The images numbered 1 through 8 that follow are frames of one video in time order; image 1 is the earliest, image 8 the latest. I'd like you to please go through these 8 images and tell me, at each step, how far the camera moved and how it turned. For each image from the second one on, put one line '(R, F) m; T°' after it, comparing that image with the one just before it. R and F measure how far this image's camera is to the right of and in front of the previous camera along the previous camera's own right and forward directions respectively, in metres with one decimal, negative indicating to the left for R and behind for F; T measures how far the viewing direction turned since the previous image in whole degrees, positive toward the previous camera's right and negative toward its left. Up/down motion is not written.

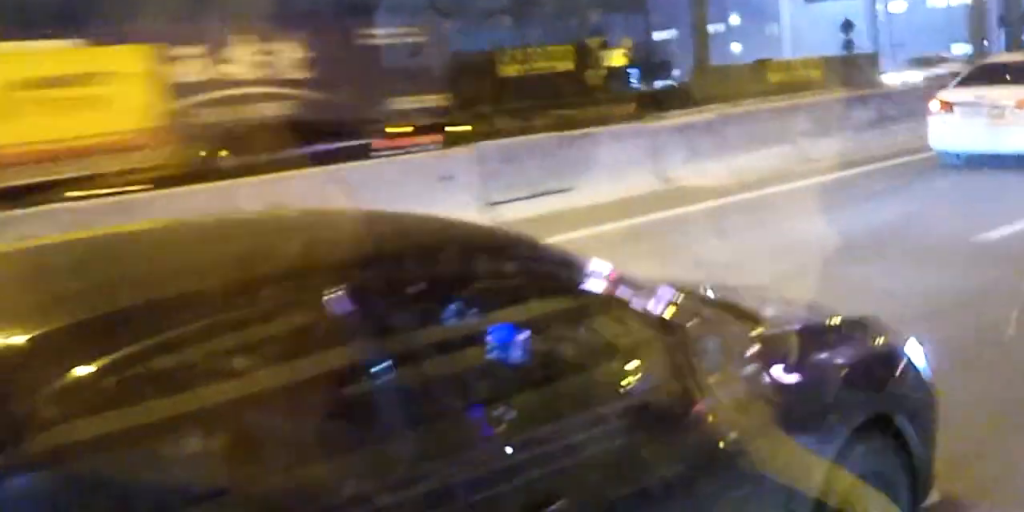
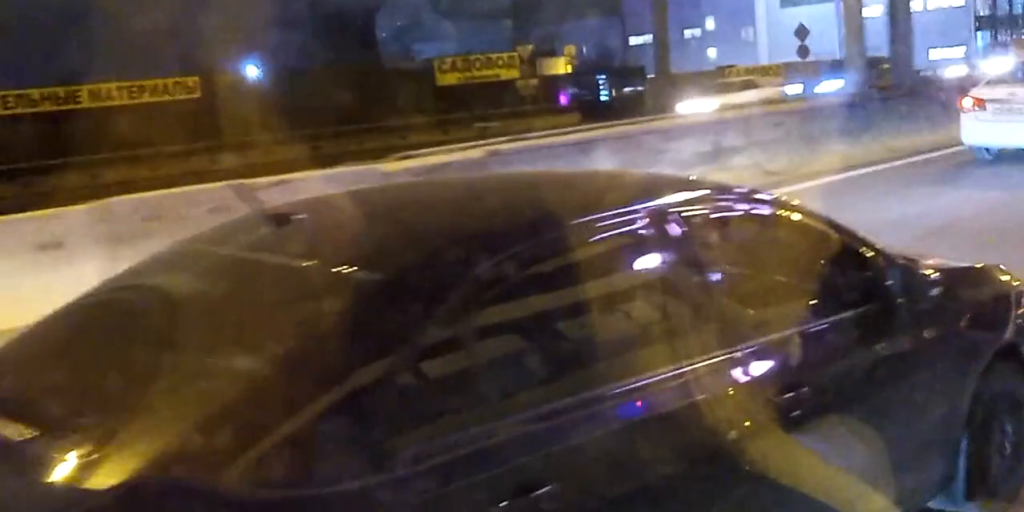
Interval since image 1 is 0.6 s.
(-0.3, +4.9) m; -1°
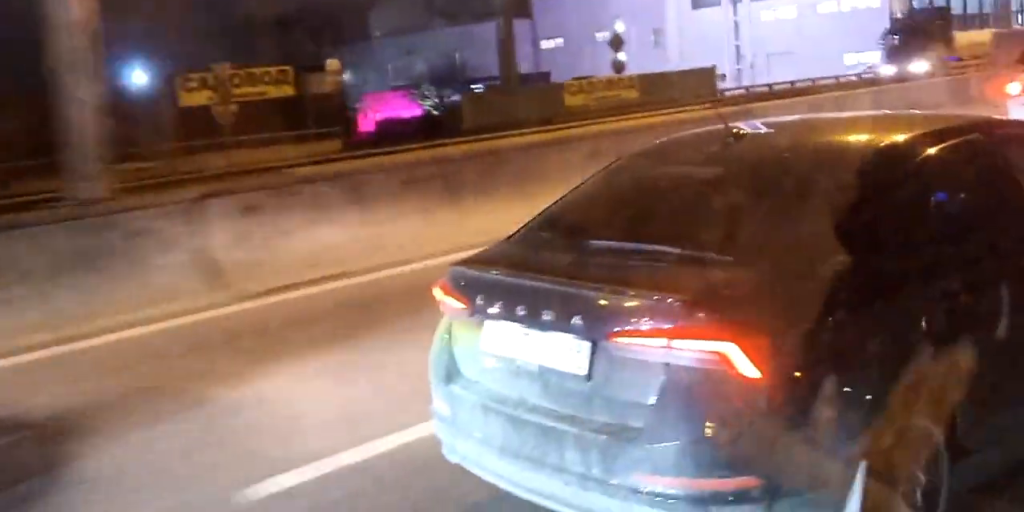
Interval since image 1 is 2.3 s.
(+0.6, +15.5) m; +2°
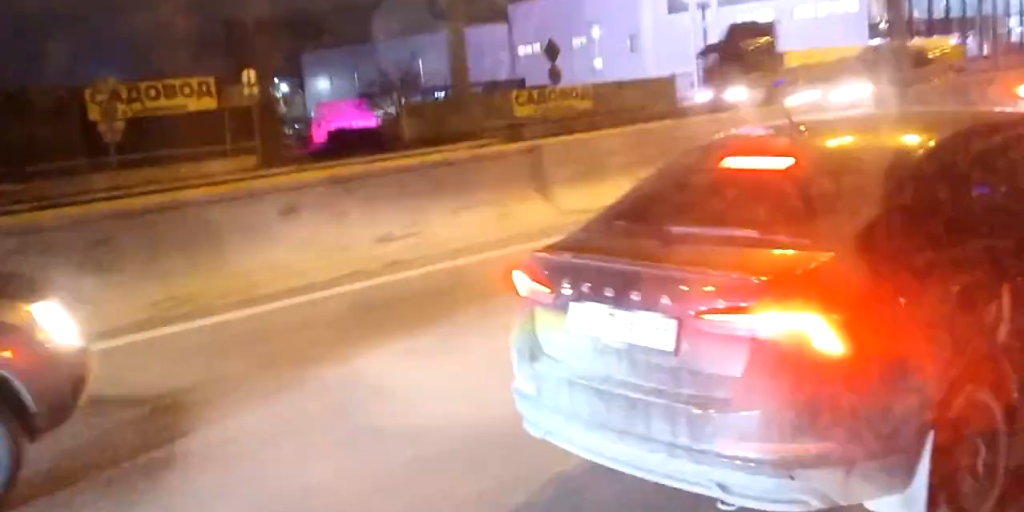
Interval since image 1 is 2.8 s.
(0.0, +4.3) m; 0°
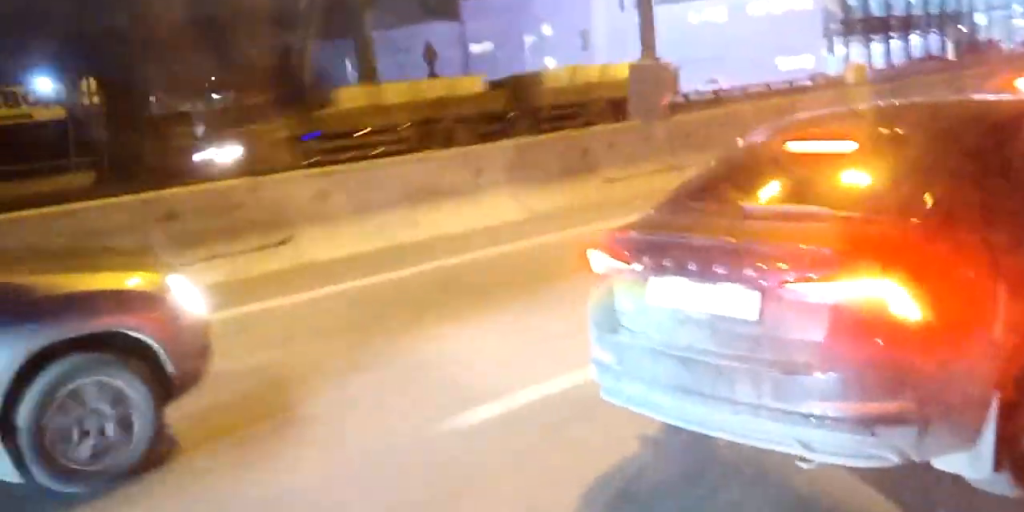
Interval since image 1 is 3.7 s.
(0.0, +7.0) m; 0°
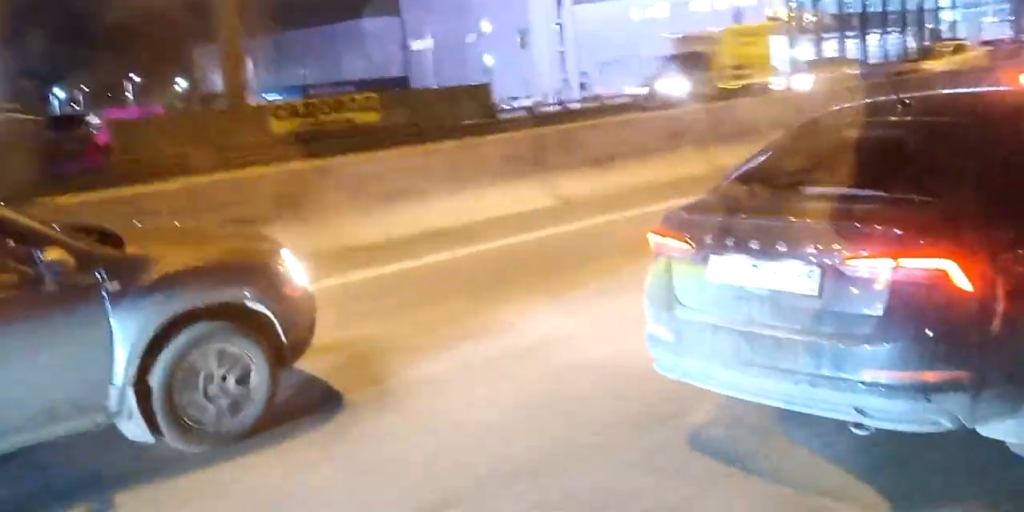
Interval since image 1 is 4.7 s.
(0.0, +9.1) m; 0°
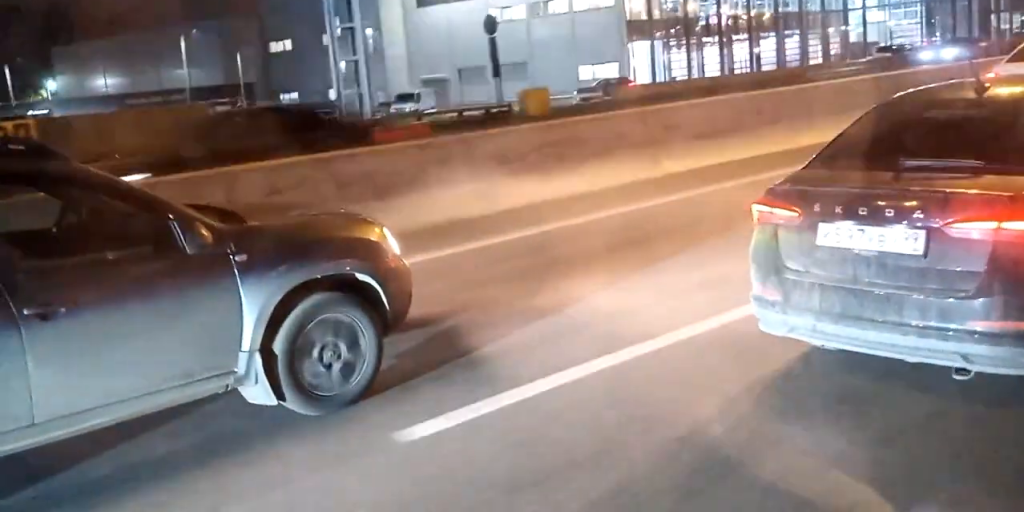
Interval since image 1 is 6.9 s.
(+0.3, +16.8) m; +4°
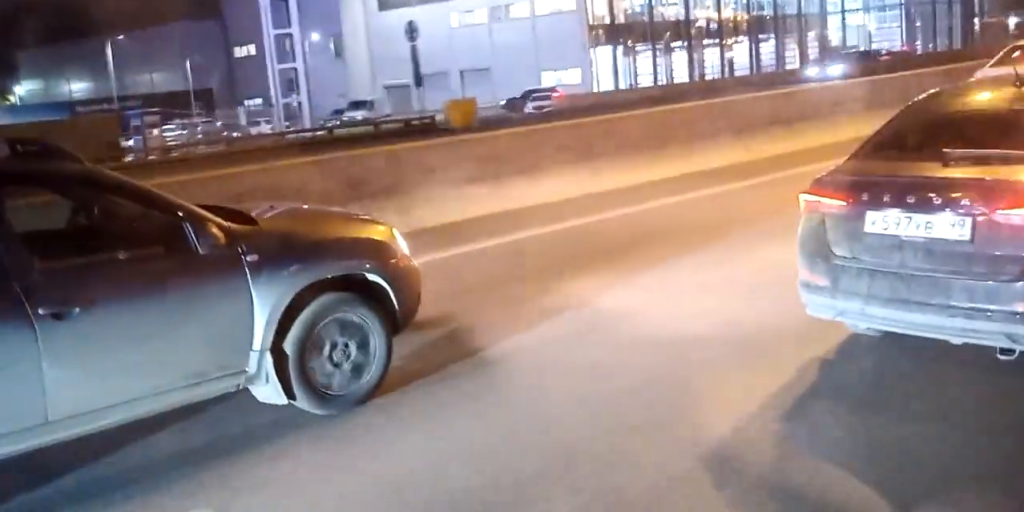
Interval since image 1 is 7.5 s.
(+0.1, +4.1) m; +1°
